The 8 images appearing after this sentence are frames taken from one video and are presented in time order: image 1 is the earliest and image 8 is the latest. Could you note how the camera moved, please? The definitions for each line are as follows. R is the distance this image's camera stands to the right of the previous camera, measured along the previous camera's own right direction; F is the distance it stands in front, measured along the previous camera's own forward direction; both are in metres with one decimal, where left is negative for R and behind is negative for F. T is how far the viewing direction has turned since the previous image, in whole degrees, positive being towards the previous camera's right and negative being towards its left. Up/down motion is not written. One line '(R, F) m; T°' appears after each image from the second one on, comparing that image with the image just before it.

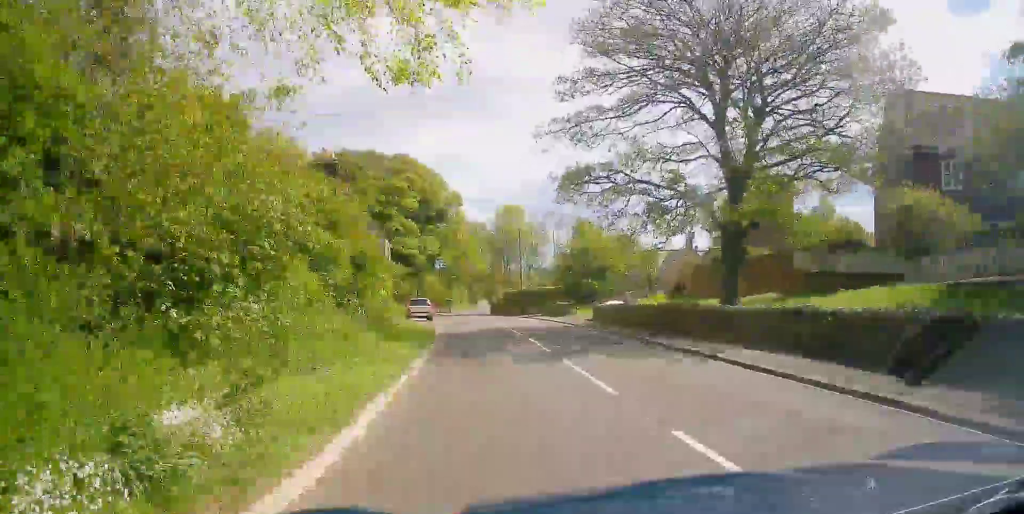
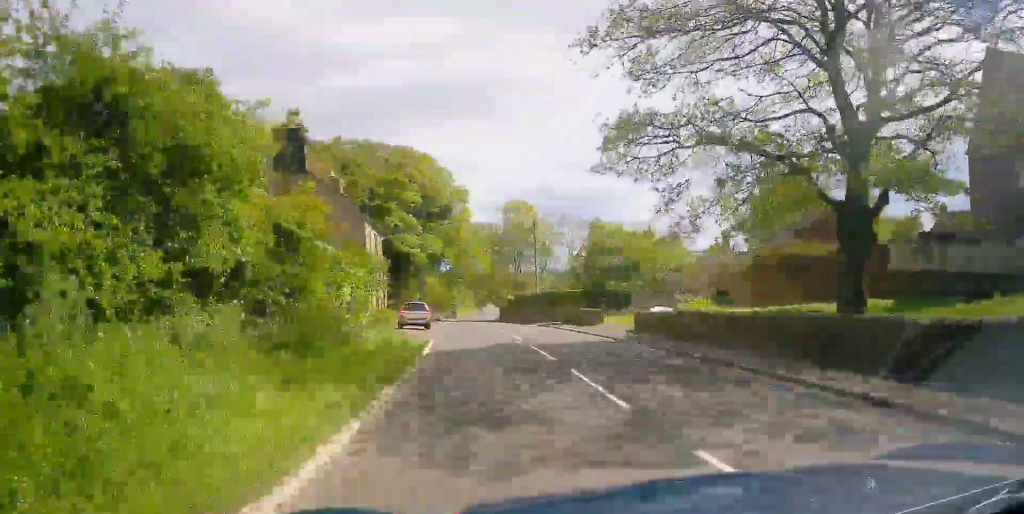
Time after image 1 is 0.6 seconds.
(0.0, +6.6) m; 0°
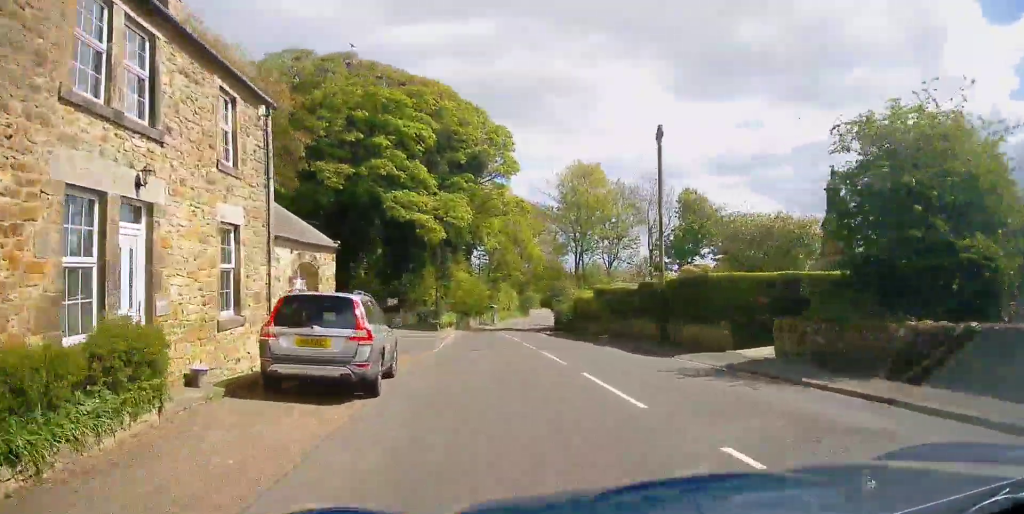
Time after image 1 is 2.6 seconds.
(-0.3, +24.8) m; -2°
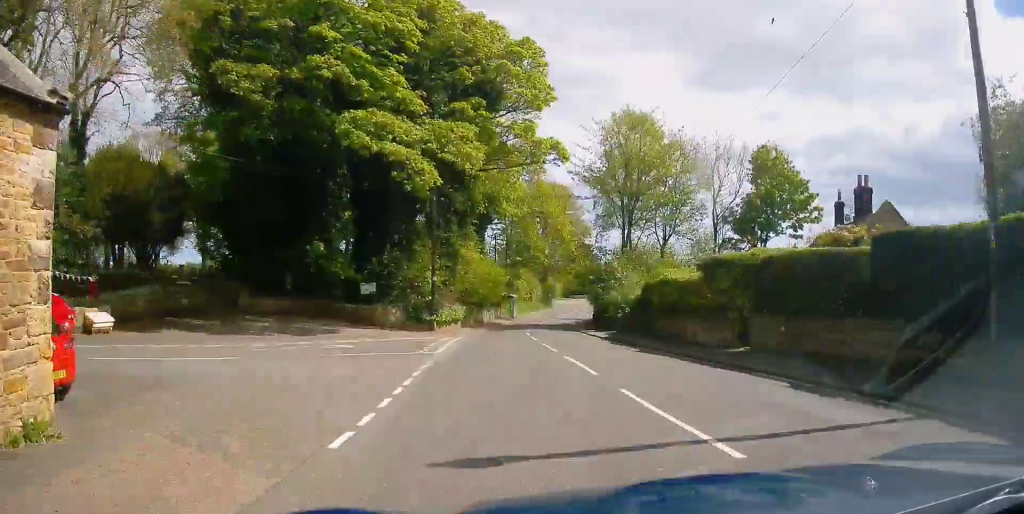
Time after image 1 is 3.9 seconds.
(-0.1, +15.0) m; 0°
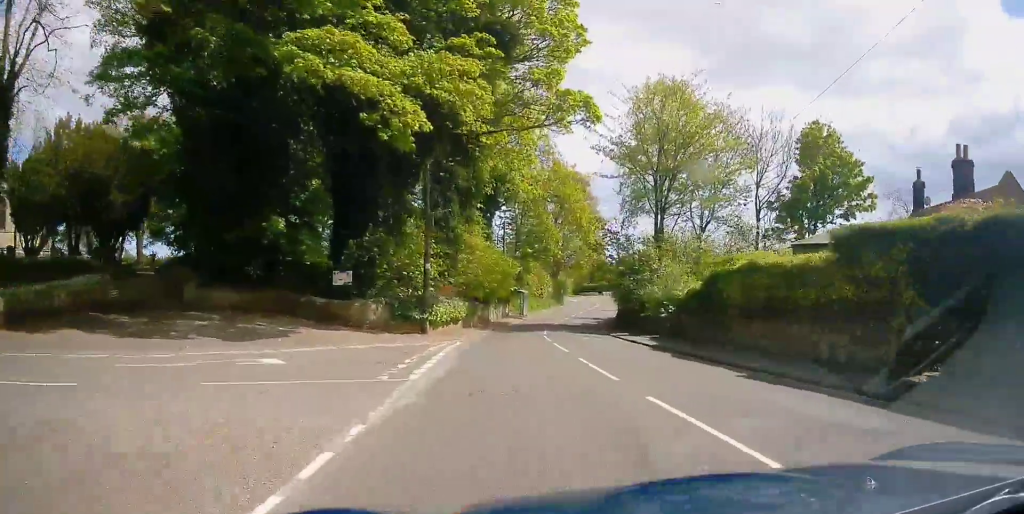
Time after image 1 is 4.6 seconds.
(0.0, +7.4) m; 0°
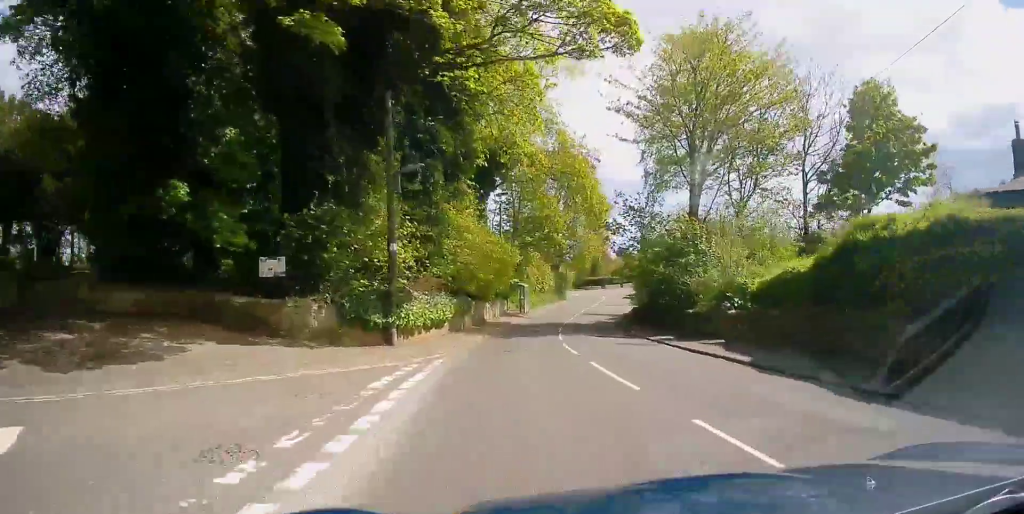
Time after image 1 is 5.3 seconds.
(0.0, +8.2) m; 0°
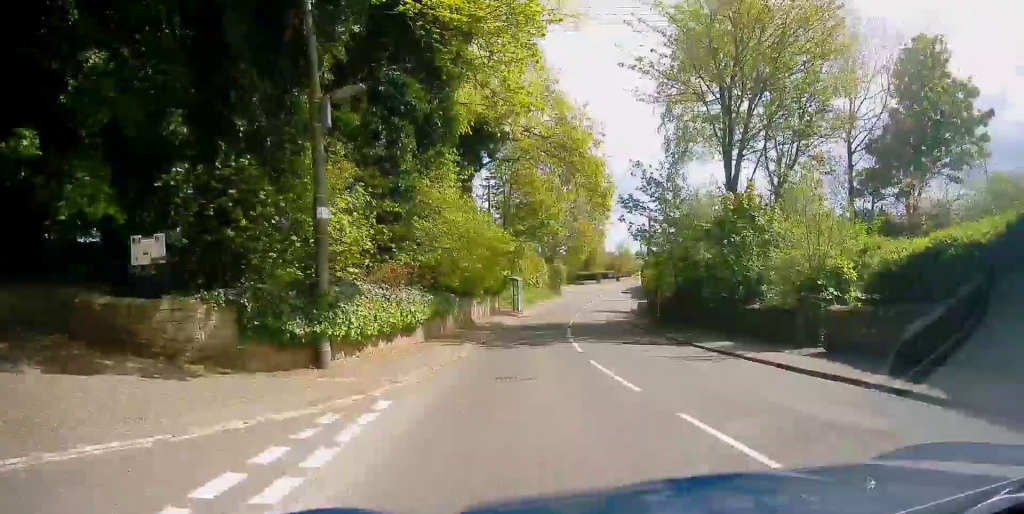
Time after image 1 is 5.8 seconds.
(0.0, +6.3) m; 0°
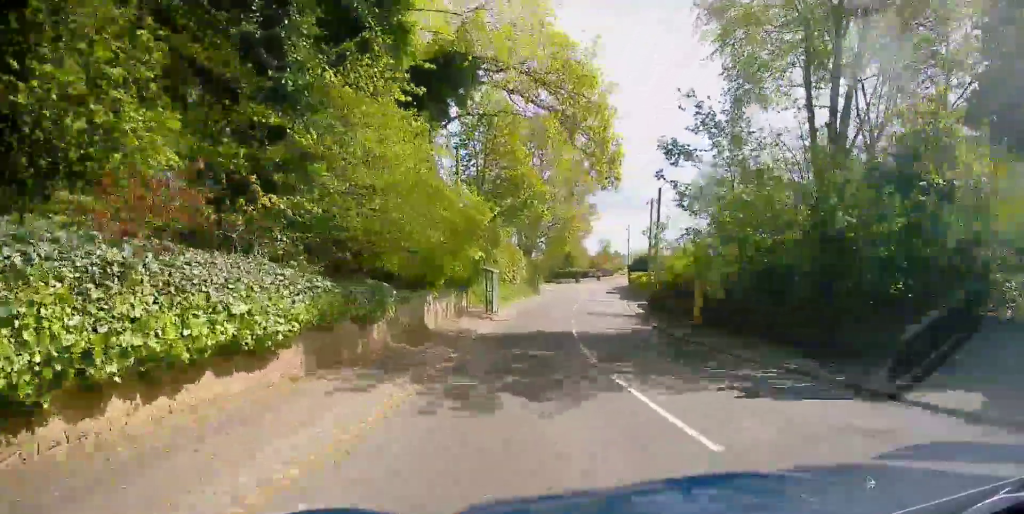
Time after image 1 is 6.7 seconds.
(0.0, +9.9) m; 0°
